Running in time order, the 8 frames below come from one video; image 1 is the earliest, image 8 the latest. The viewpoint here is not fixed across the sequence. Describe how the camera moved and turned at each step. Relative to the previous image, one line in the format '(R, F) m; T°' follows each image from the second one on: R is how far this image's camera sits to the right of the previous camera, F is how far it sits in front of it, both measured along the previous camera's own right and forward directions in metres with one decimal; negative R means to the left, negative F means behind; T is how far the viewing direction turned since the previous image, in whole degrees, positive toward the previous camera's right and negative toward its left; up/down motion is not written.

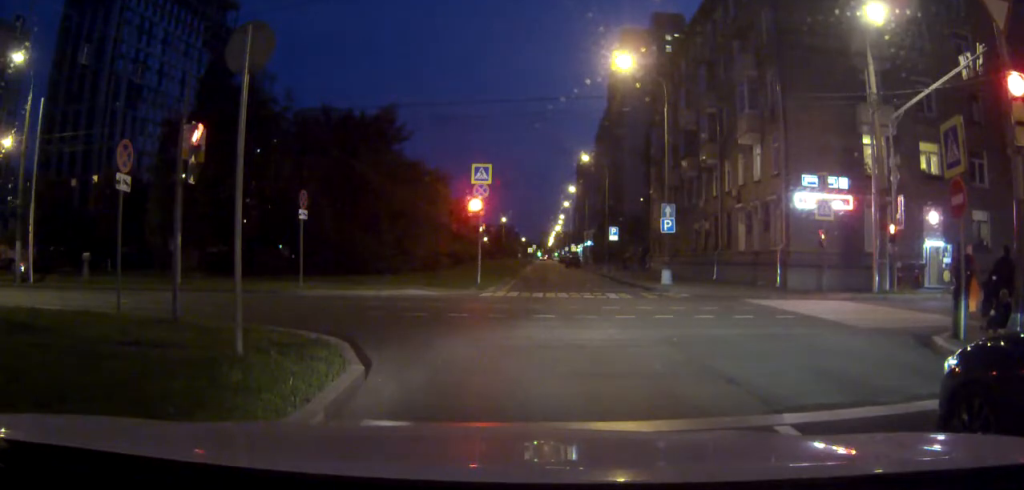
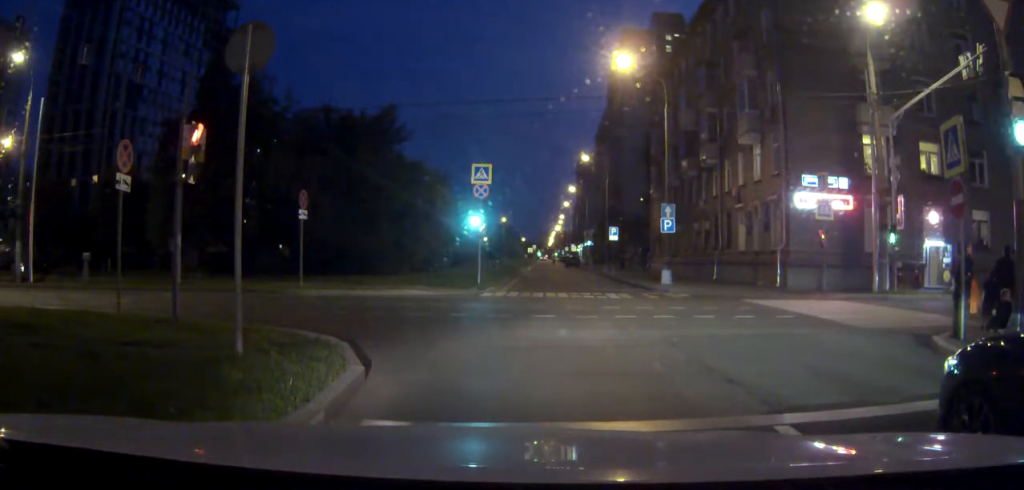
(0.0, 0.0) m; 0°
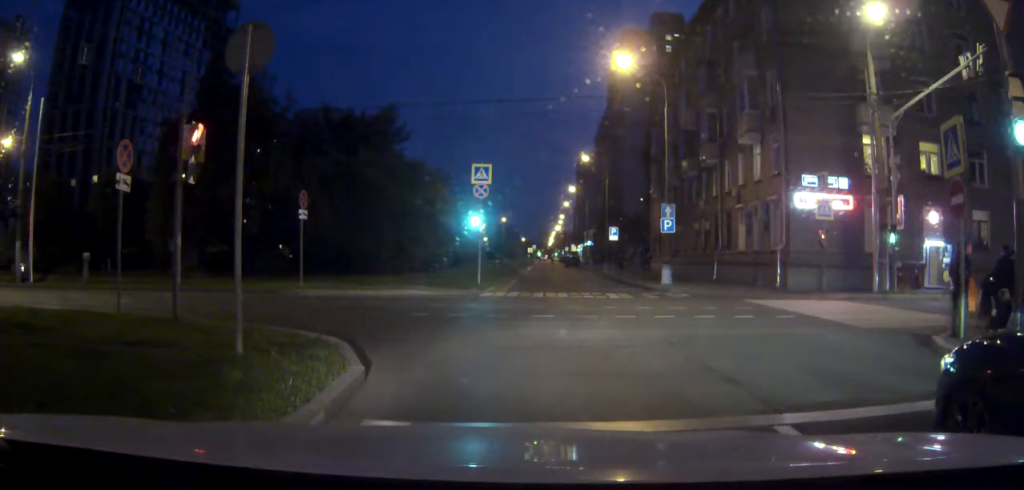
(0.0, 0.0) m; 0°
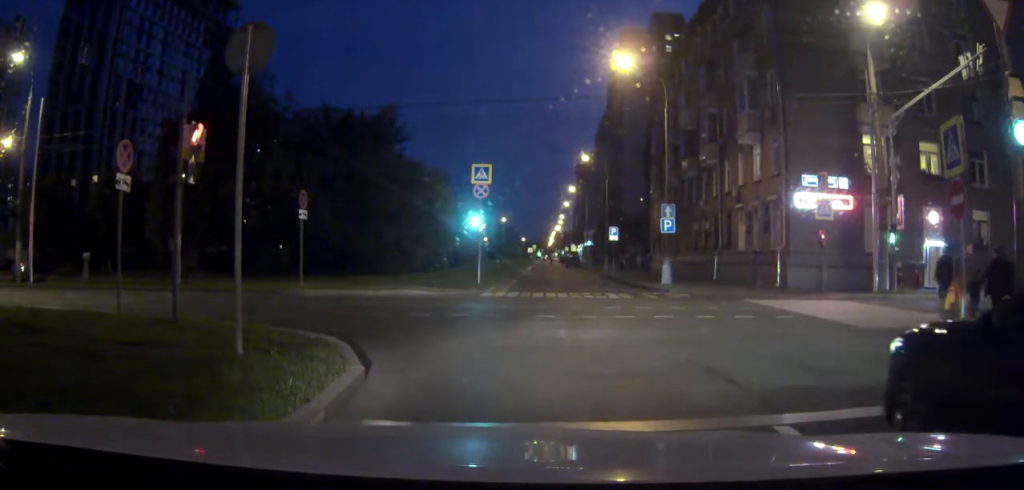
(0.0, 0.0) m; 0°
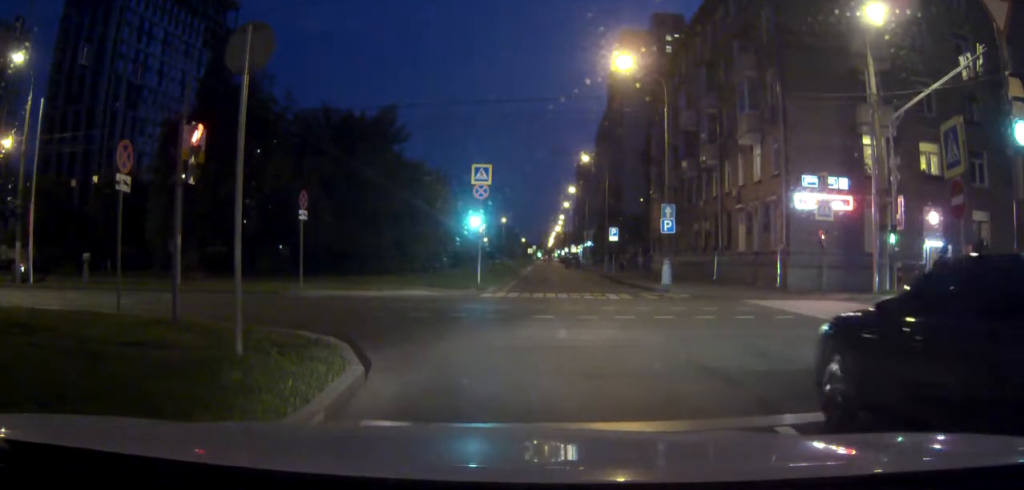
(0.0, 0.0) m; 0°
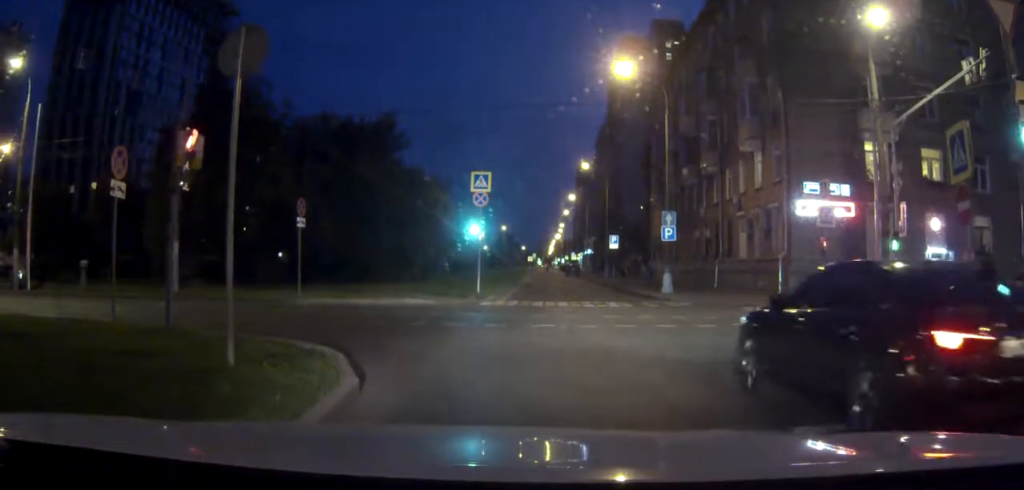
(0.0, 0.0) m; 0°
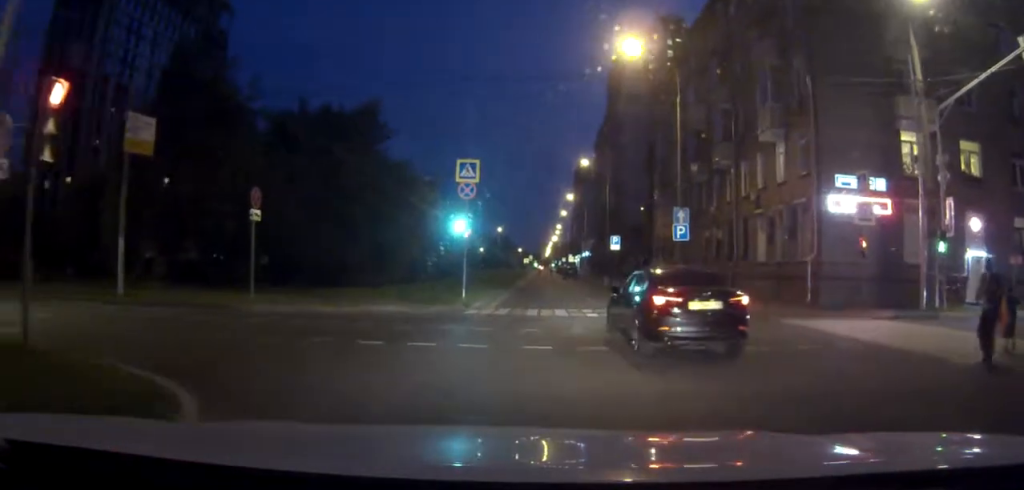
(0.0, +0.3) m; 0°
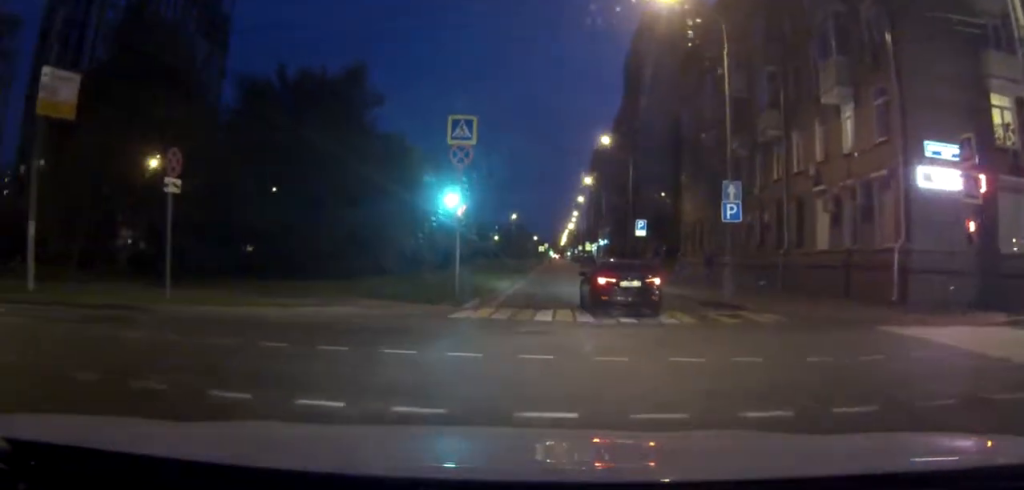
(0.0, +3.8) m; 0°
